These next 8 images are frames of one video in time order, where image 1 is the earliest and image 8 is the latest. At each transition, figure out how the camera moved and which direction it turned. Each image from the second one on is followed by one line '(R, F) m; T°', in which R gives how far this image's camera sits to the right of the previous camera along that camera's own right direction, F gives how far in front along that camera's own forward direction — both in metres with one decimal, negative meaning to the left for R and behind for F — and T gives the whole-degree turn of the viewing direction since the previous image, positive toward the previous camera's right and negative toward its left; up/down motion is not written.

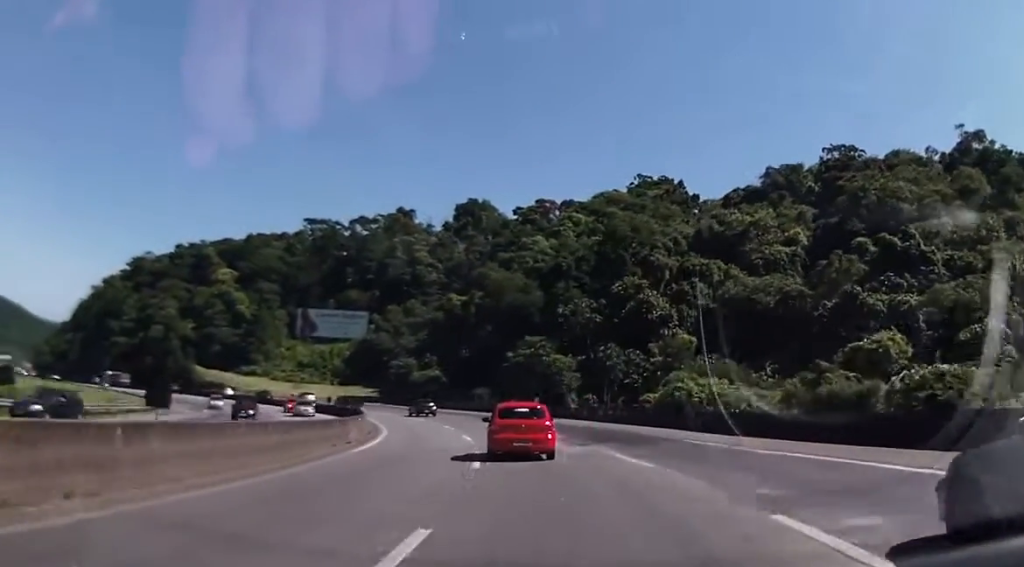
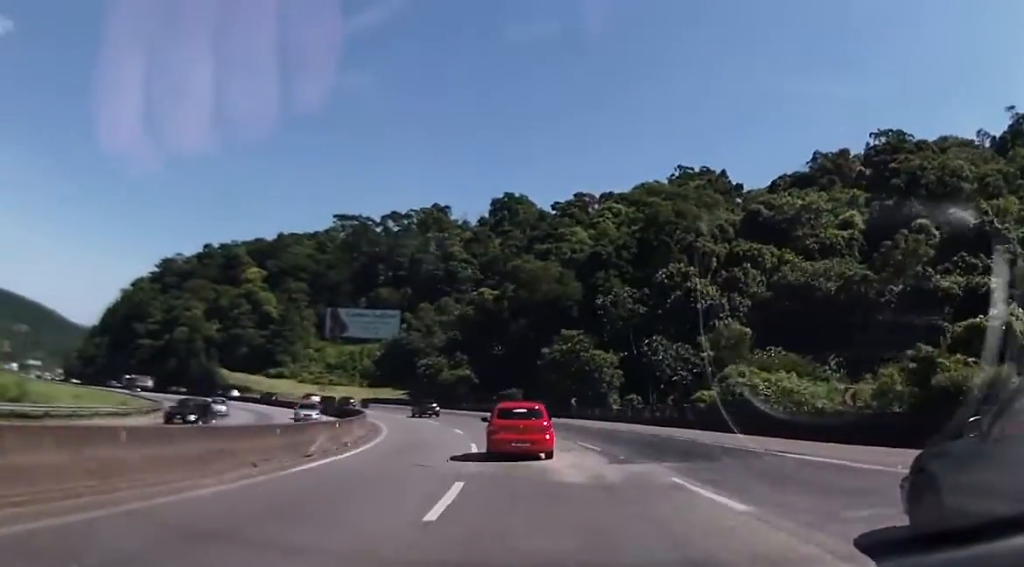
(-0.4, +7.8) m; -3°
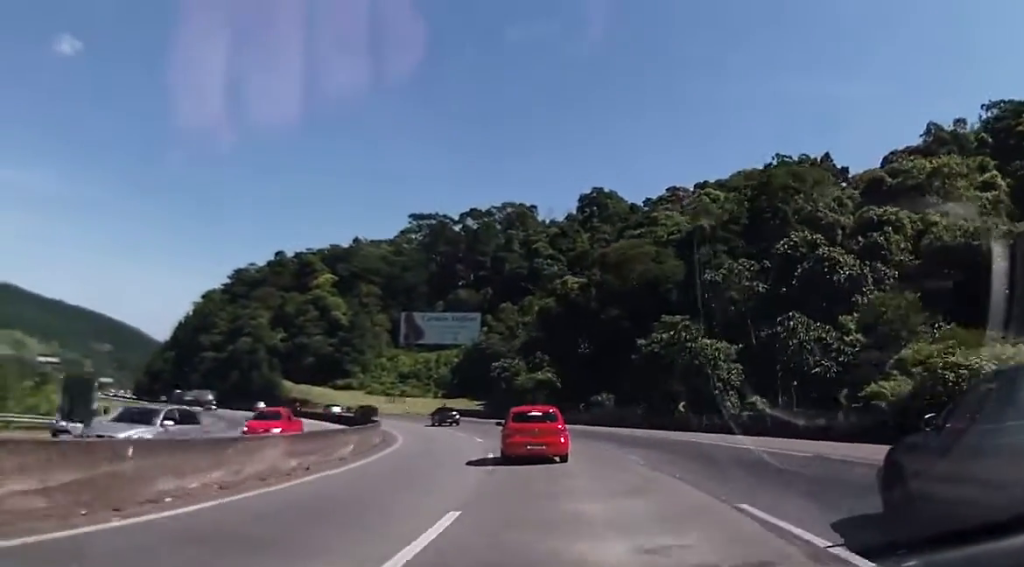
(-0.8, +16.3) m; -6°
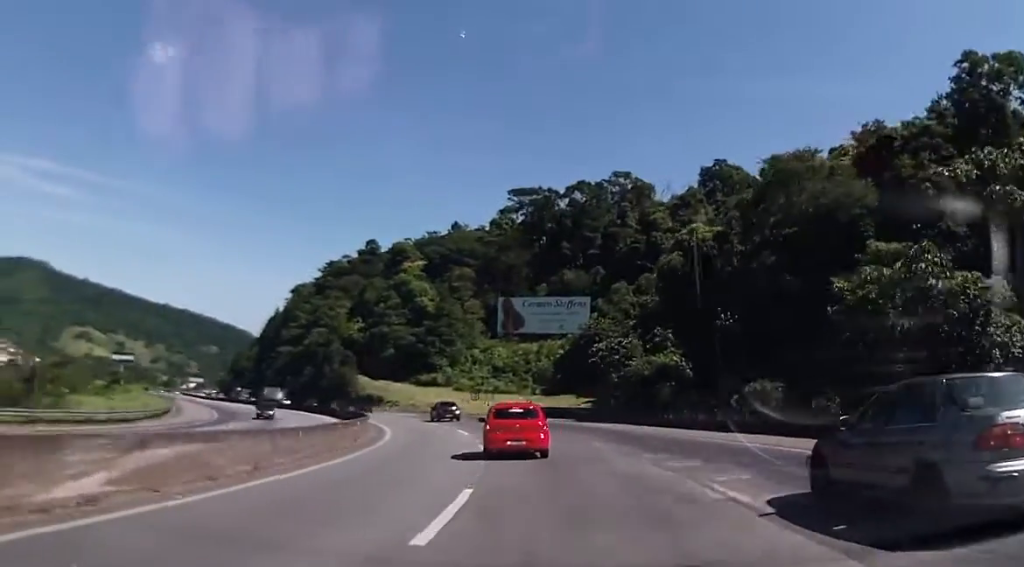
(-1.8, +25.3) m; -10°
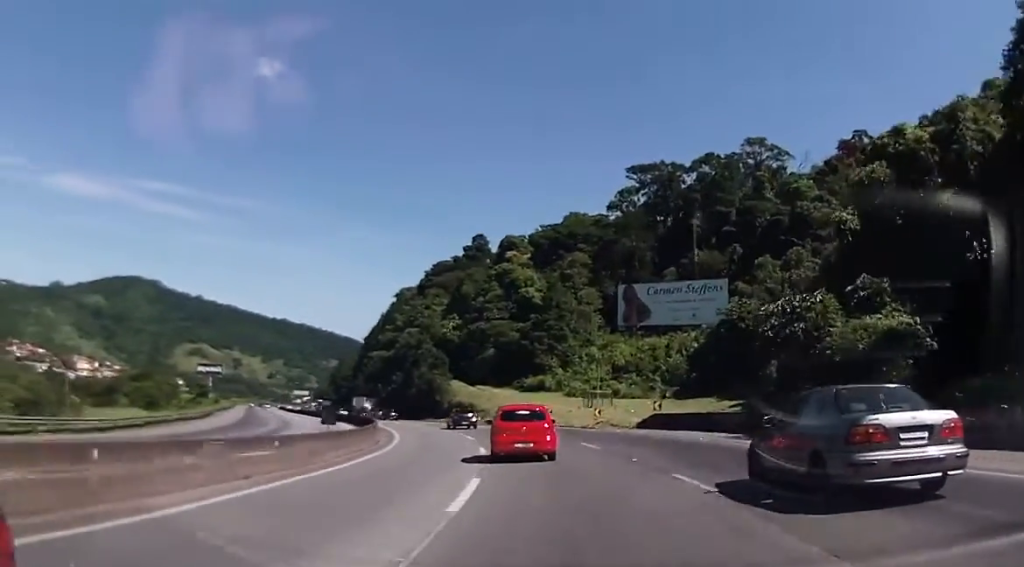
(-2.8, +23.7) m; -10°
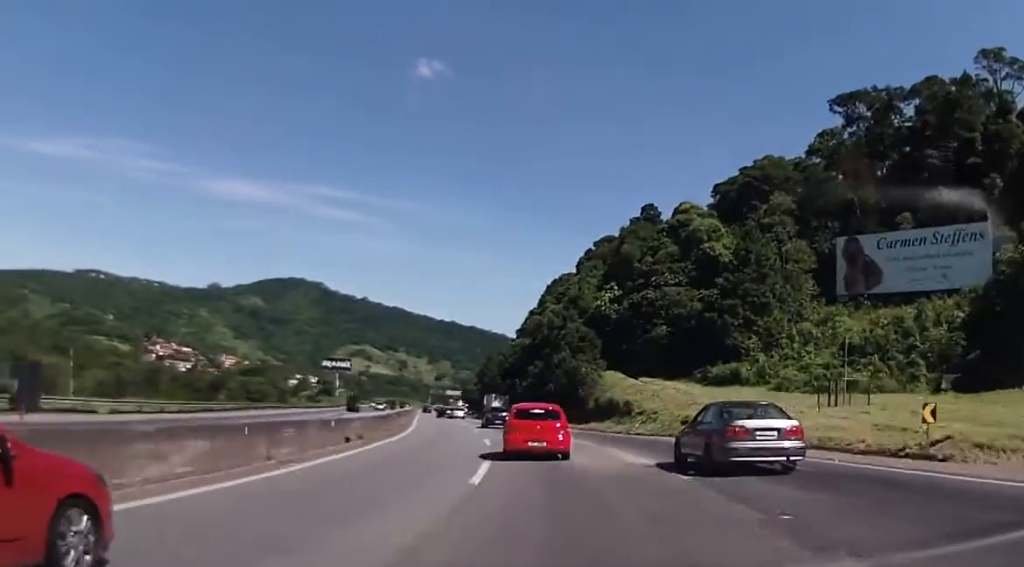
(-3.7, +36.4) m; -12°
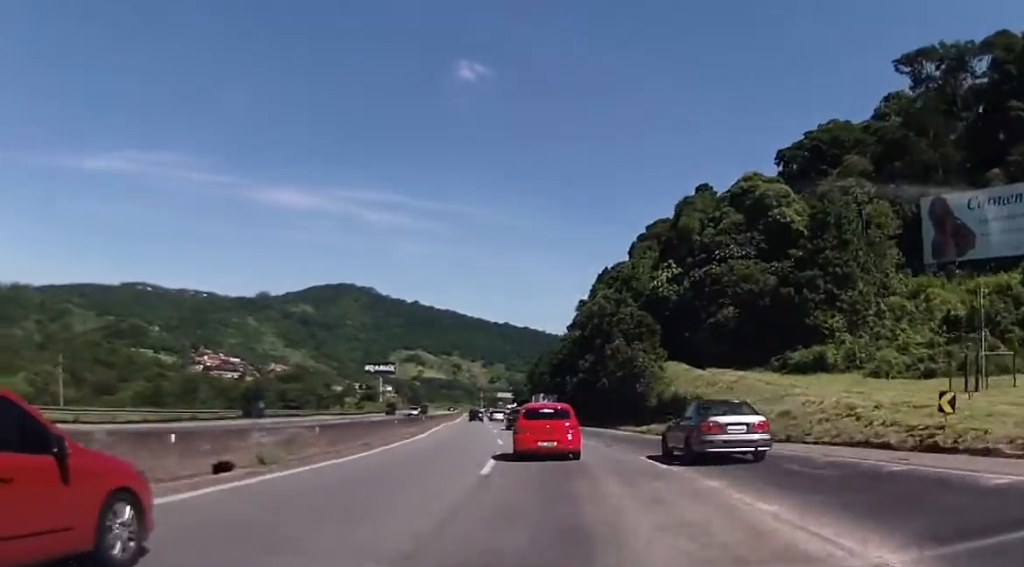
(-0.3, +12.0) m; -4°
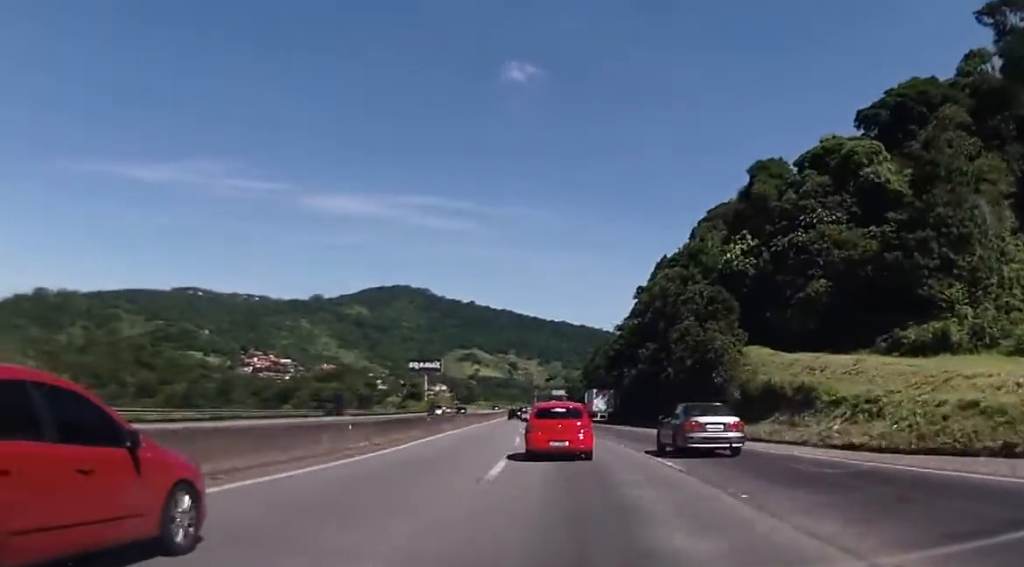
(+0.4, +14.0) m; -5°
